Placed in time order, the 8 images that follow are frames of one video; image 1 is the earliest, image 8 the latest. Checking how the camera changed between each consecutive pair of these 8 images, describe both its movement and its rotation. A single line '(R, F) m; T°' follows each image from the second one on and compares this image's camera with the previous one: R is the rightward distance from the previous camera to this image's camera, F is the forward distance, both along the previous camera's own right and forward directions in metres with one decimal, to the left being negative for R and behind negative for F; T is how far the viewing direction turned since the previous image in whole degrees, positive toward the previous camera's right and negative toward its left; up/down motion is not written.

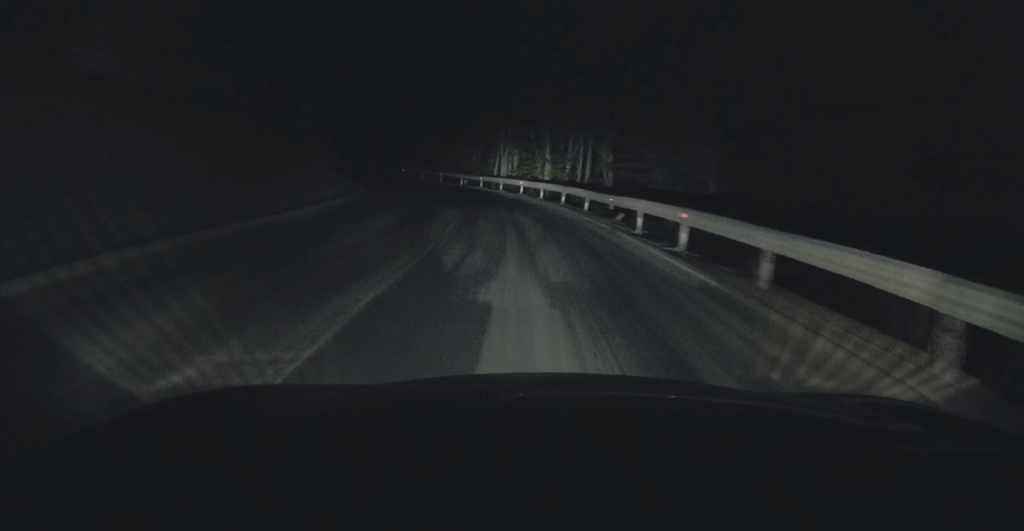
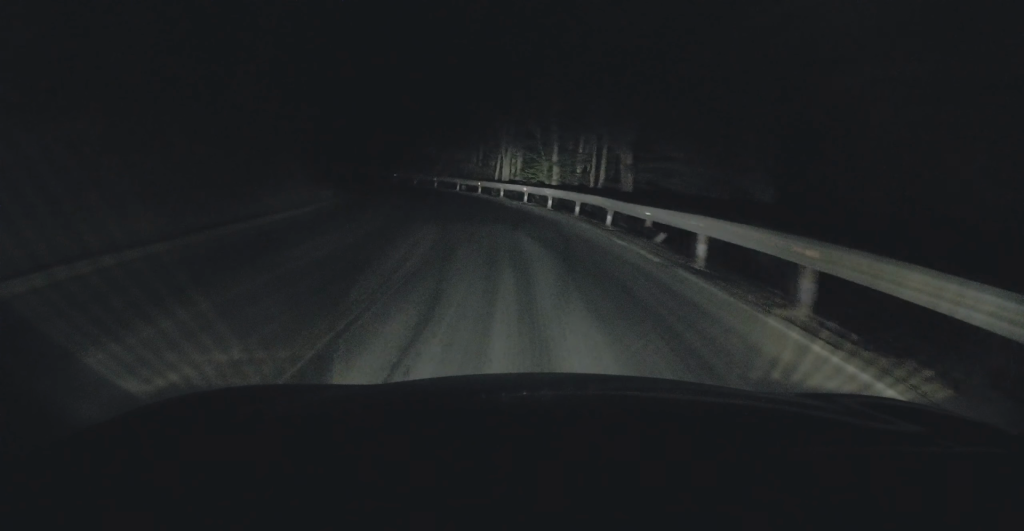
(-0.1, +4.6) m; -3°
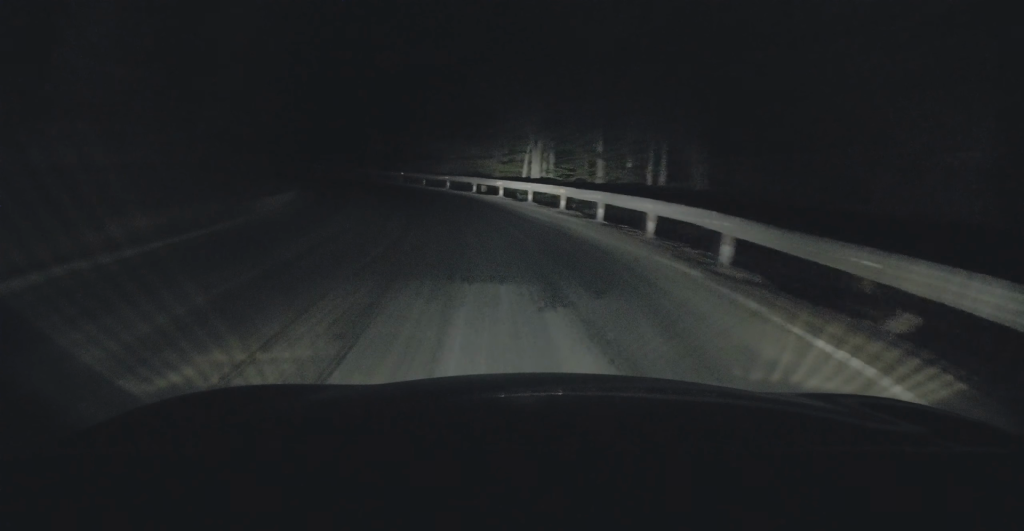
(-0.3, +7.6) m; -4°
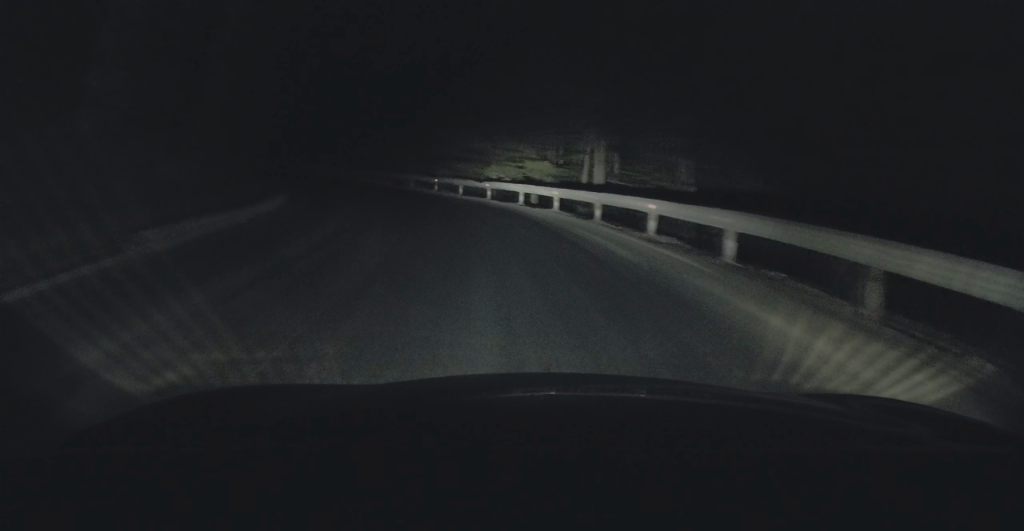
(-0.2, +6.6) m; -3°
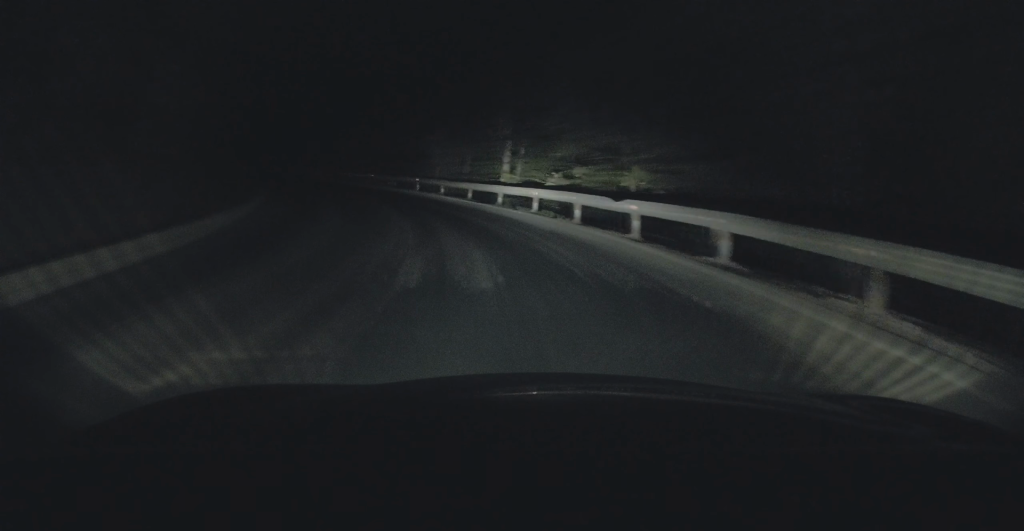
(-0.8, +13.5) m; -9°
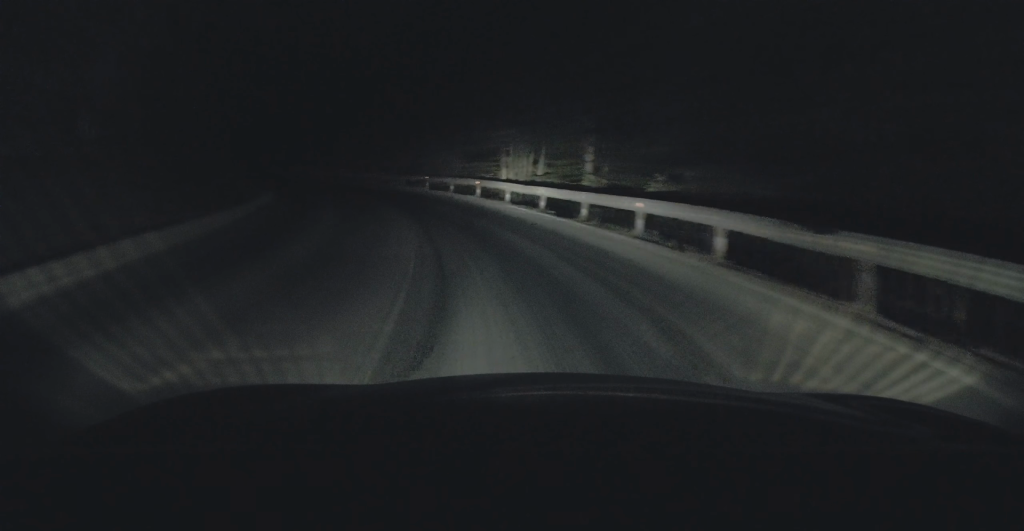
(0.0, +6.6) m; -6°
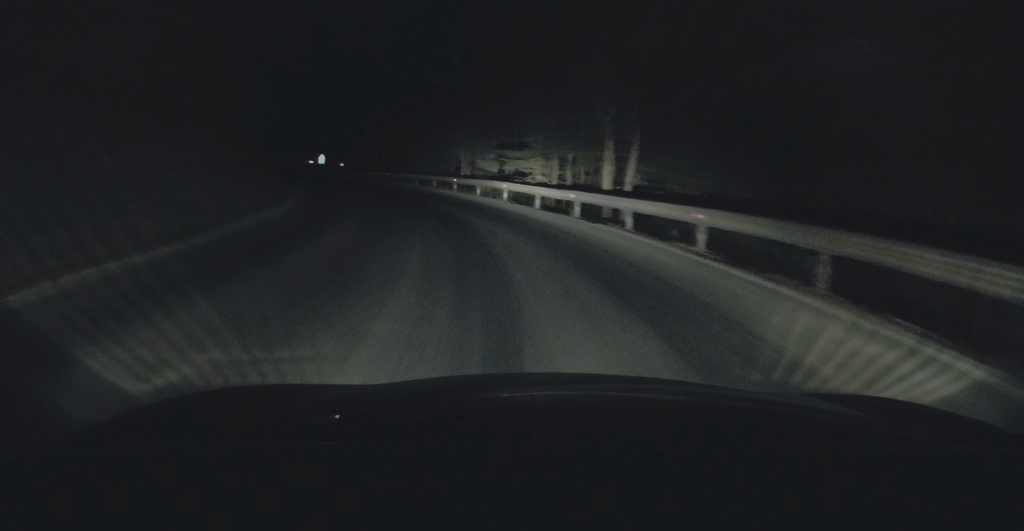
(-4.7, +22.0) m; -20°
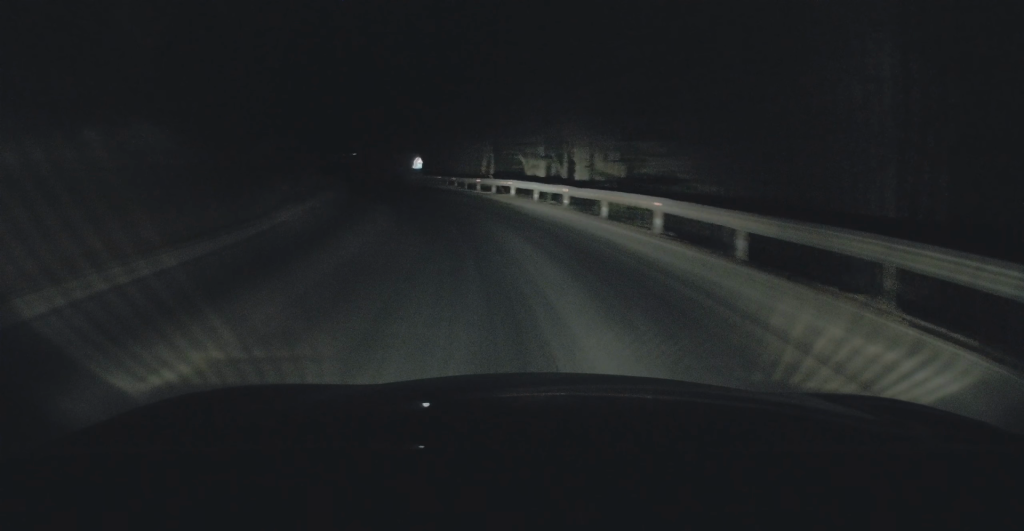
(-0.7, +10.9) m; -12°
